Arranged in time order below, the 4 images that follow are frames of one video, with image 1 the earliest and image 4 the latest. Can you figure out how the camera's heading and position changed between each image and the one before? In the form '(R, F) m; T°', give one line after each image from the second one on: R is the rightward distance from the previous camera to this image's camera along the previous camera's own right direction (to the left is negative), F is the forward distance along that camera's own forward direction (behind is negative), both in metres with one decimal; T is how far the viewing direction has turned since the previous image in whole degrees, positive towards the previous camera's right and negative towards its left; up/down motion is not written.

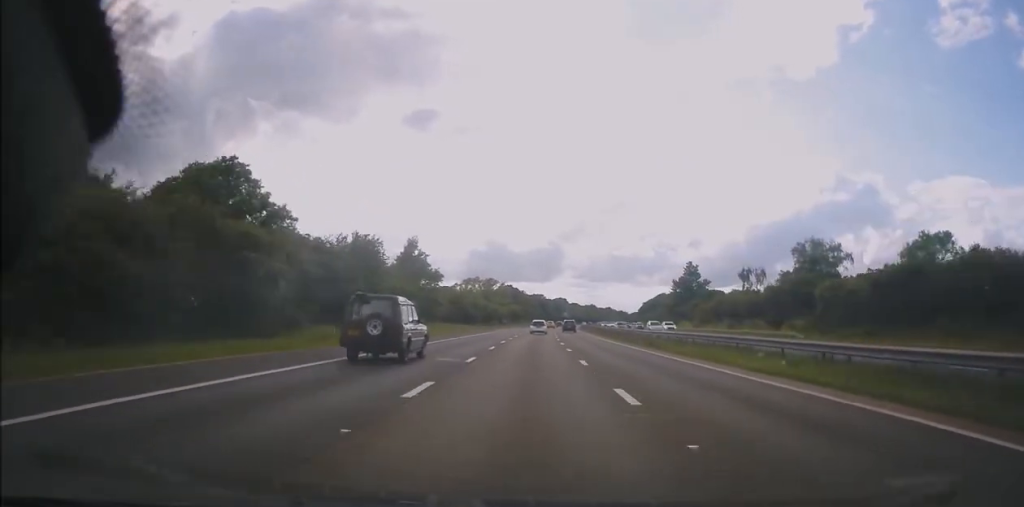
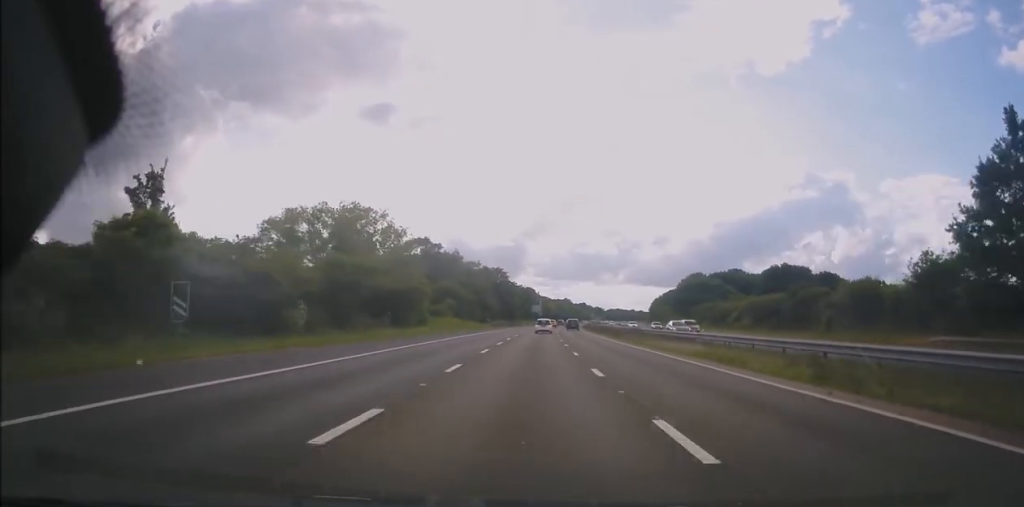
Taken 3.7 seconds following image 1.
(+2.4, +114.8) m; +3°
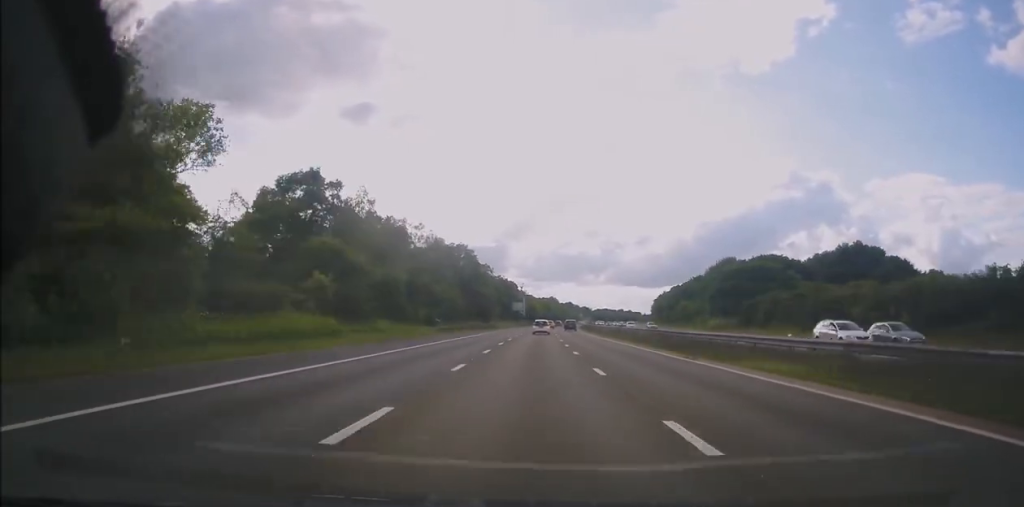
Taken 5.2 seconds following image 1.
(+0.6, +43.7) m; +2°
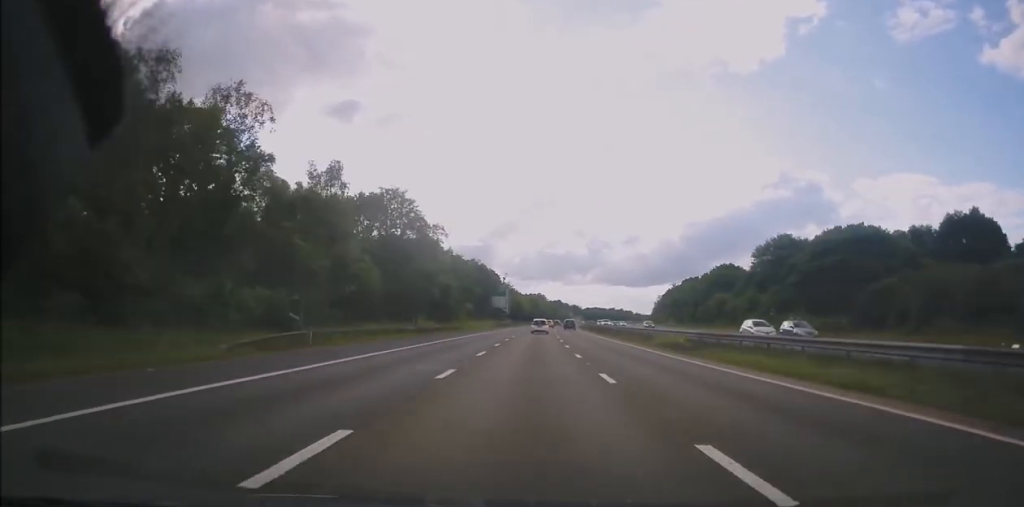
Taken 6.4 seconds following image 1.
(+0.4, +37.7) m; +2°
